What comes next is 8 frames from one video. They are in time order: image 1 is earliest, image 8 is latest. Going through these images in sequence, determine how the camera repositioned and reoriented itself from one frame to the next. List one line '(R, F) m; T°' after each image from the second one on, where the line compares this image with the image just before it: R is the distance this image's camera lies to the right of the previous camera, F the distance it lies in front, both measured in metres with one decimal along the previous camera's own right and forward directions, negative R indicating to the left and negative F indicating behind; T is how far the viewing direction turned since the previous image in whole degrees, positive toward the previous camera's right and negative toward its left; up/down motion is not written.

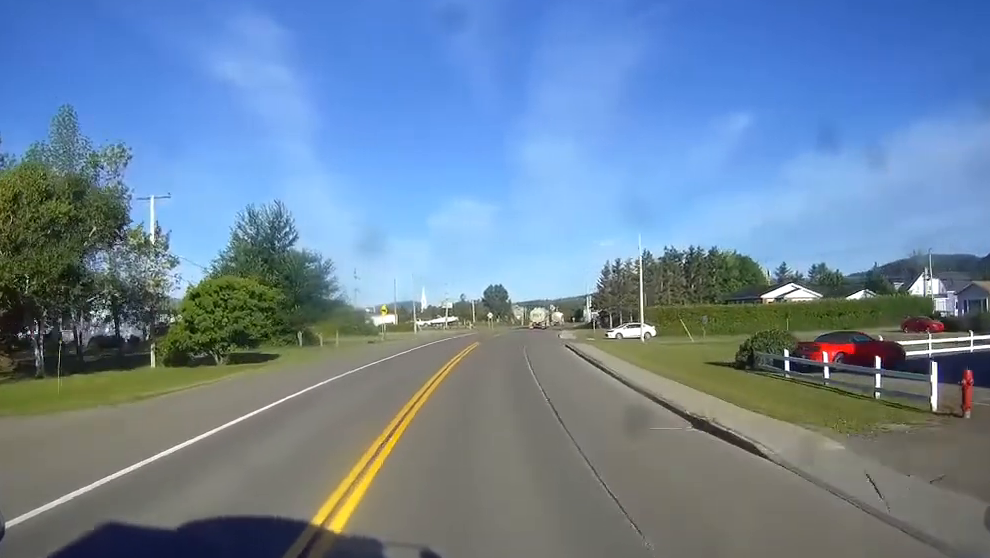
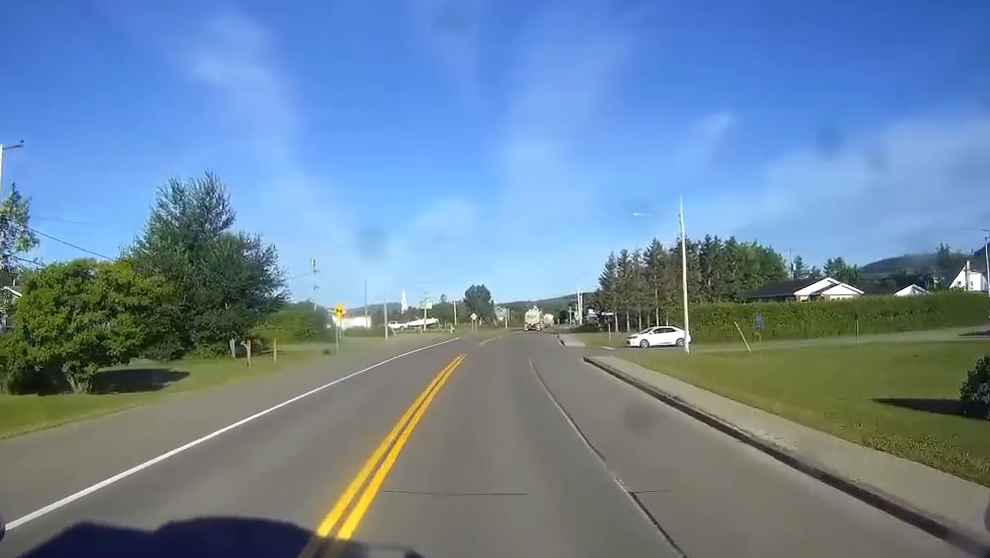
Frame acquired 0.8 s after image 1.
(+0.1, +17.2) m; +1°
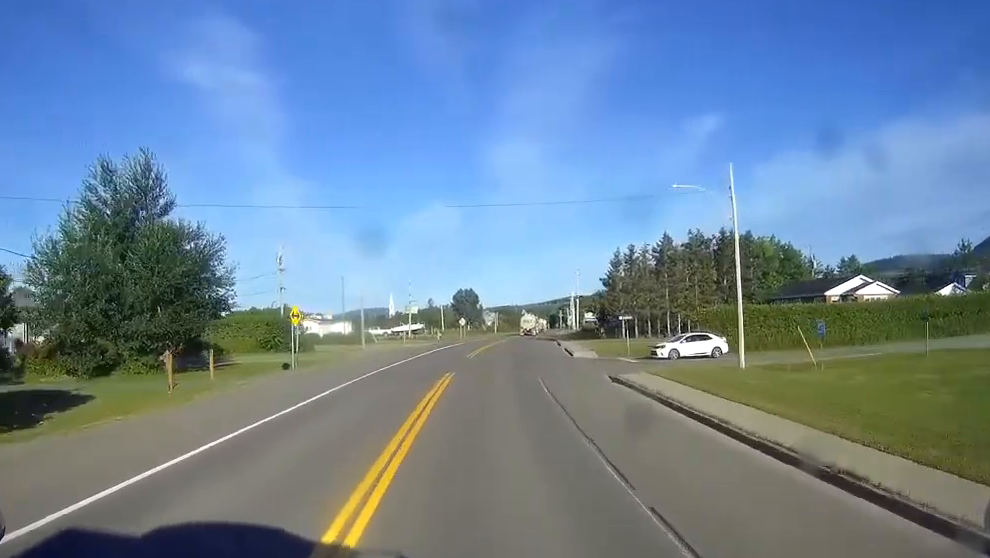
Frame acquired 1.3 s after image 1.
(+0.2, +11.2) m; +1°
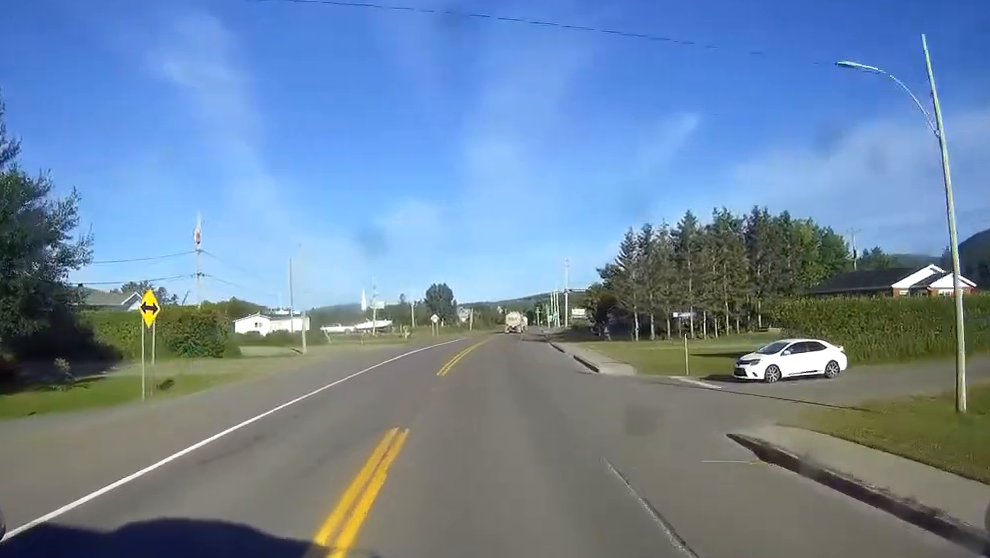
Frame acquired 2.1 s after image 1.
(+0.2, +18.6) m; +2°
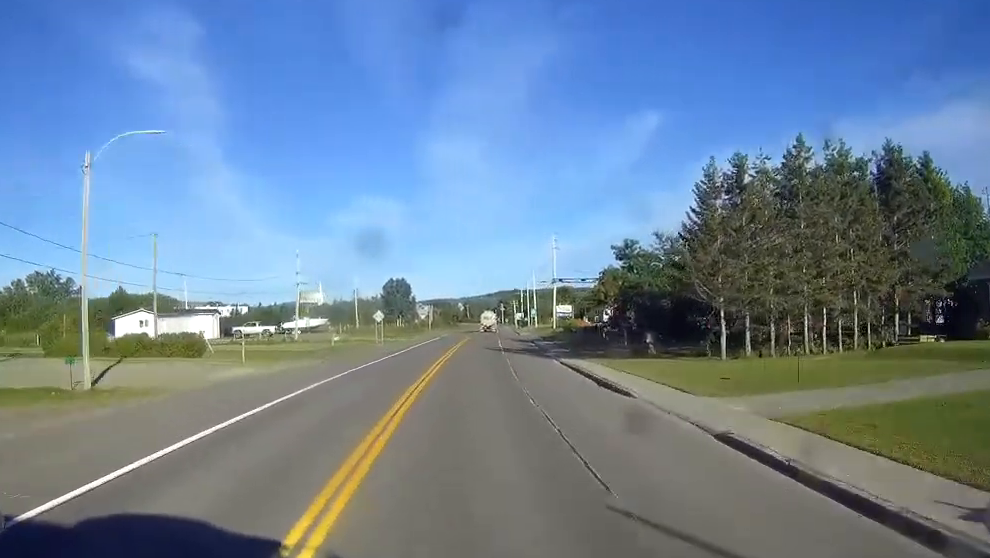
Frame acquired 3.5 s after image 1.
(+0.8, +32.1) m; +3°
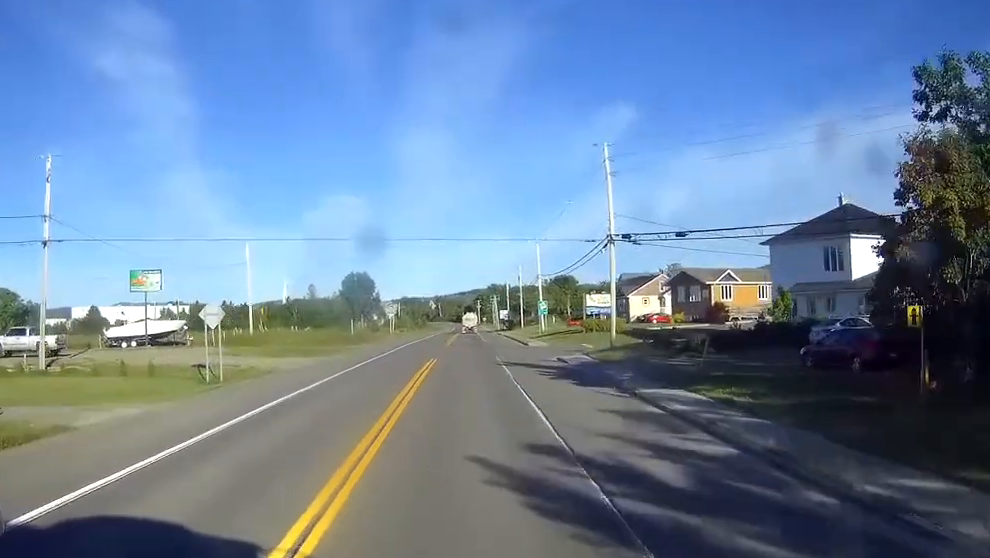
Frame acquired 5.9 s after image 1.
(+1.1, +52.4) m; +2°
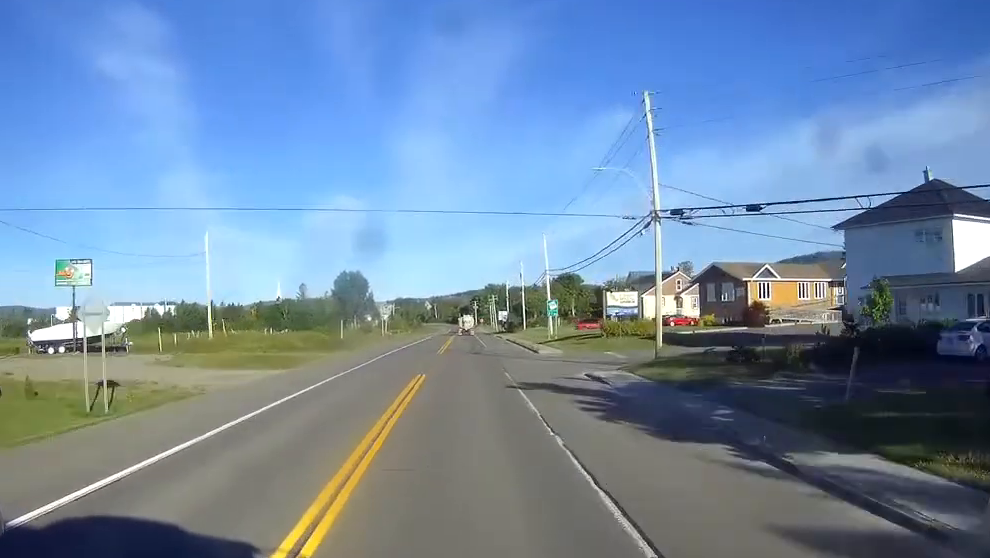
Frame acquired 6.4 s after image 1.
(+0.1, +12.0) m; 0°
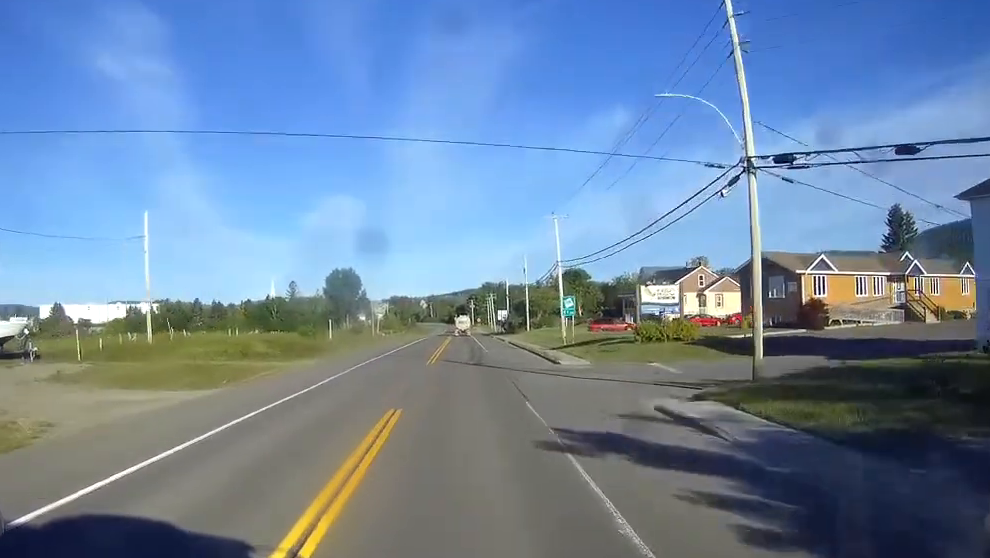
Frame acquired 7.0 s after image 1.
(0.0, +12.8) m; 0°
